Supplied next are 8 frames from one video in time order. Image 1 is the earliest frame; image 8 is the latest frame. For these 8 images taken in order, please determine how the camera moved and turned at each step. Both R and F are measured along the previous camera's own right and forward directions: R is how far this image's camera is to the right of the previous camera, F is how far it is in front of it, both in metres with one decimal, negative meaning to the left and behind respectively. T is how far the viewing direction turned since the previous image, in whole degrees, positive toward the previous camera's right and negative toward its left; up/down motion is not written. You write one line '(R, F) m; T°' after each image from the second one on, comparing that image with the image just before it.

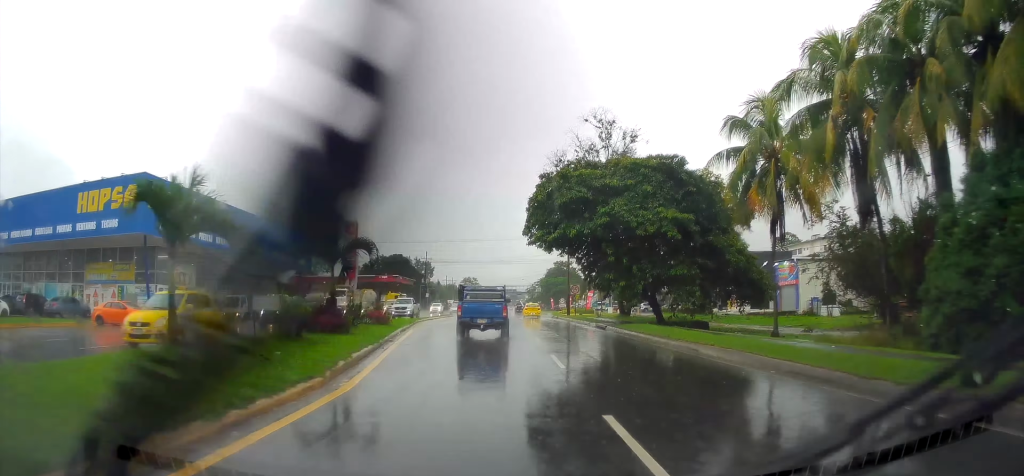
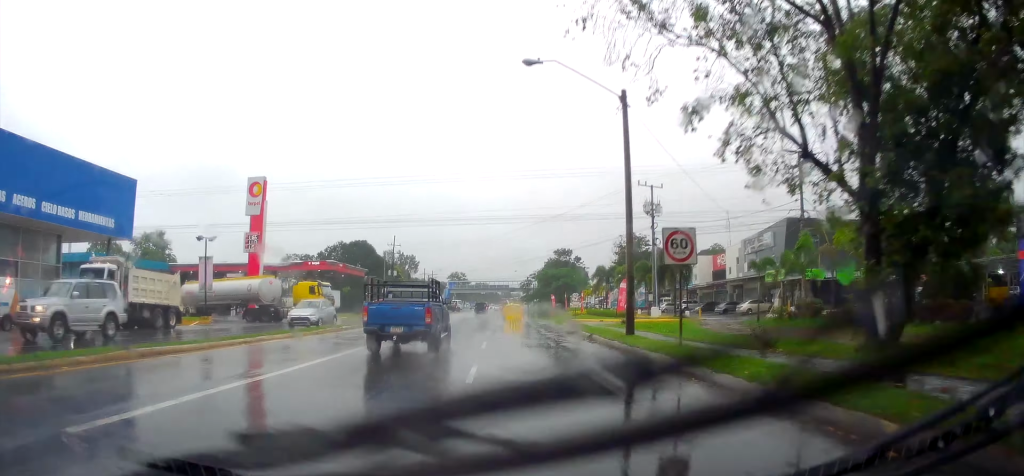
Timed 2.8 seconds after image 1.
(+1.0, +32.9) m; +1°
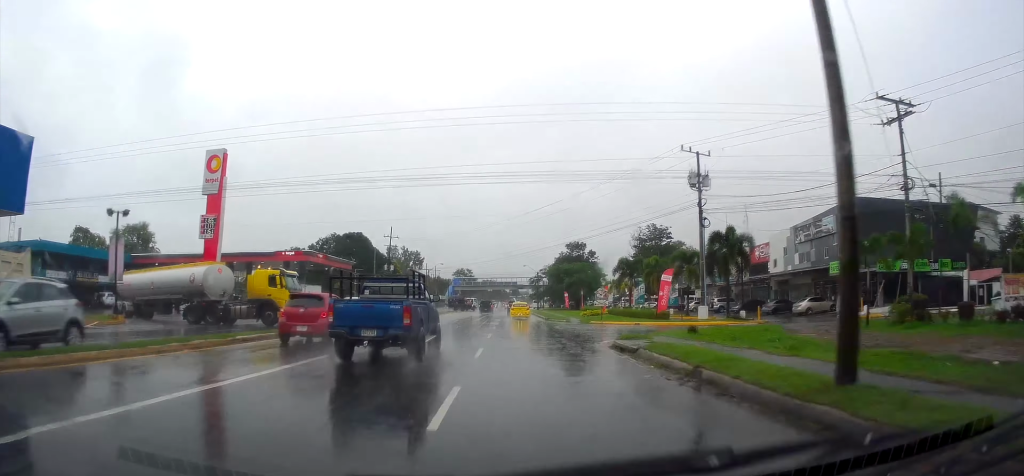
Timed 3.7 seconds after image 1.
(+0.1, +11.4) m; 0°
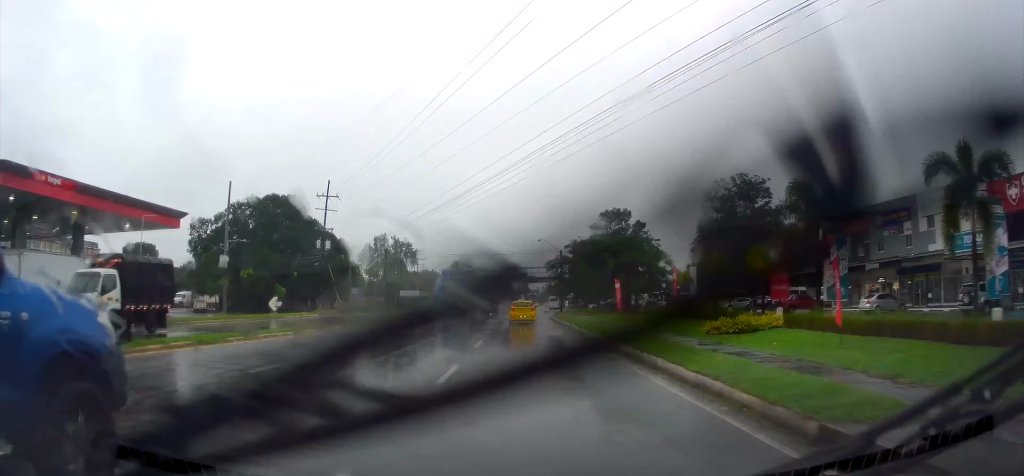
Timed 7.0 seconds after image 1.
(-0.5, +43.8) m; -1°
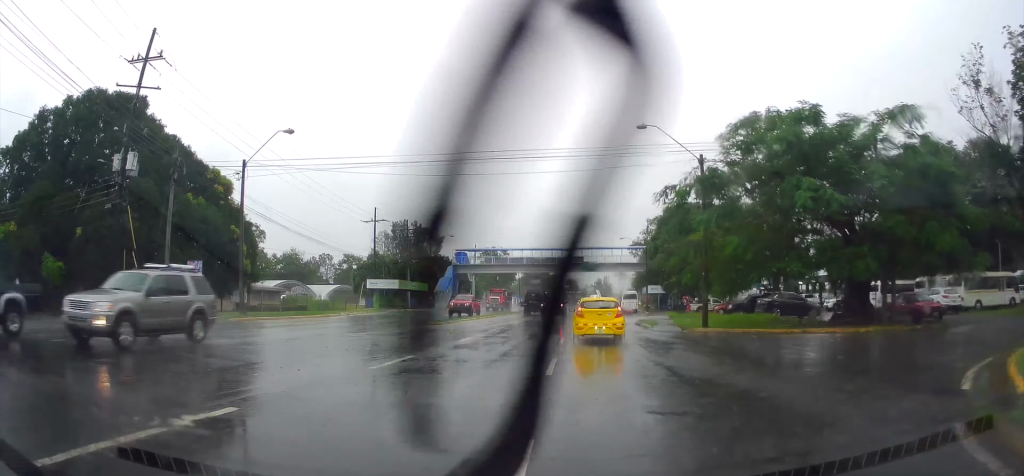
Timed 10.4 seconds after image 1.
(-0.9, +45.9) m; -2°
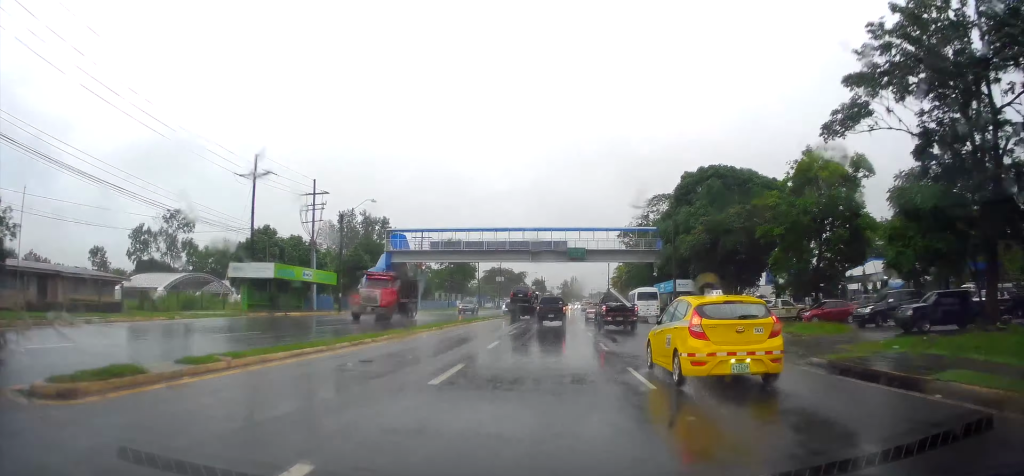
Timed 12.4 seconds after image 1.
(-0.3, +25.9) m; 0°
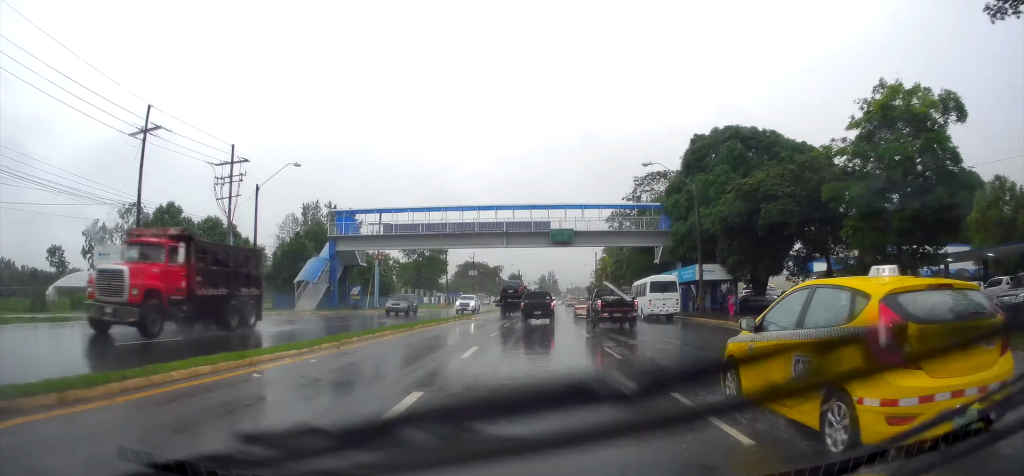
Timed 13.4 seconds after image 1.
(-0.3, +12.6) m; +1°
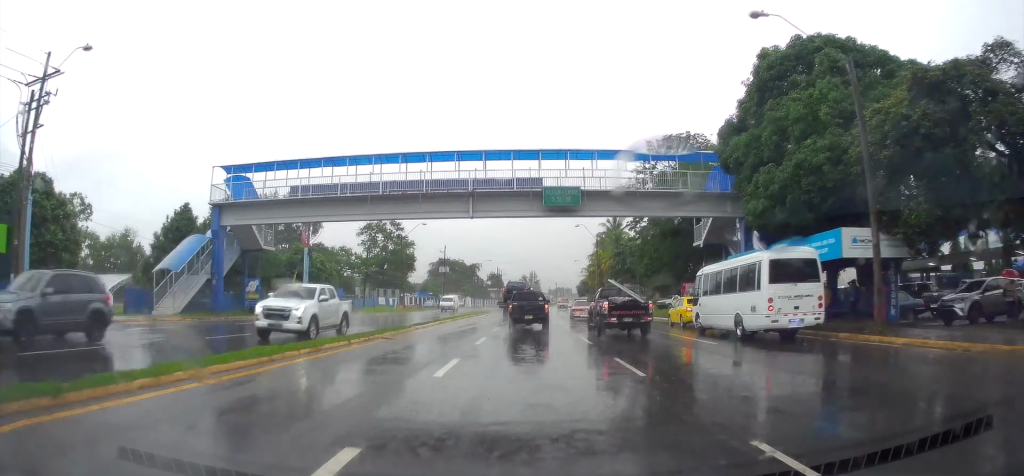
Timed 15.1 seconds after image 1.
(+0.8, +19.5) m; +3°
